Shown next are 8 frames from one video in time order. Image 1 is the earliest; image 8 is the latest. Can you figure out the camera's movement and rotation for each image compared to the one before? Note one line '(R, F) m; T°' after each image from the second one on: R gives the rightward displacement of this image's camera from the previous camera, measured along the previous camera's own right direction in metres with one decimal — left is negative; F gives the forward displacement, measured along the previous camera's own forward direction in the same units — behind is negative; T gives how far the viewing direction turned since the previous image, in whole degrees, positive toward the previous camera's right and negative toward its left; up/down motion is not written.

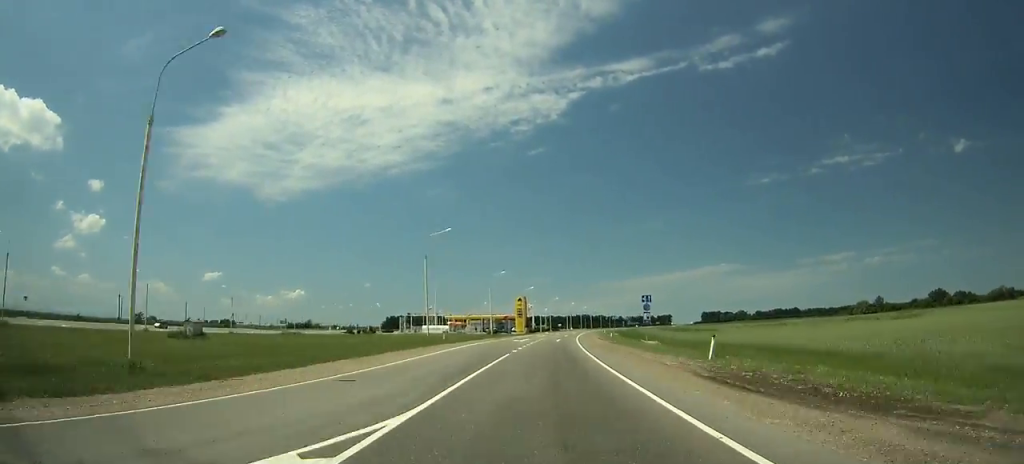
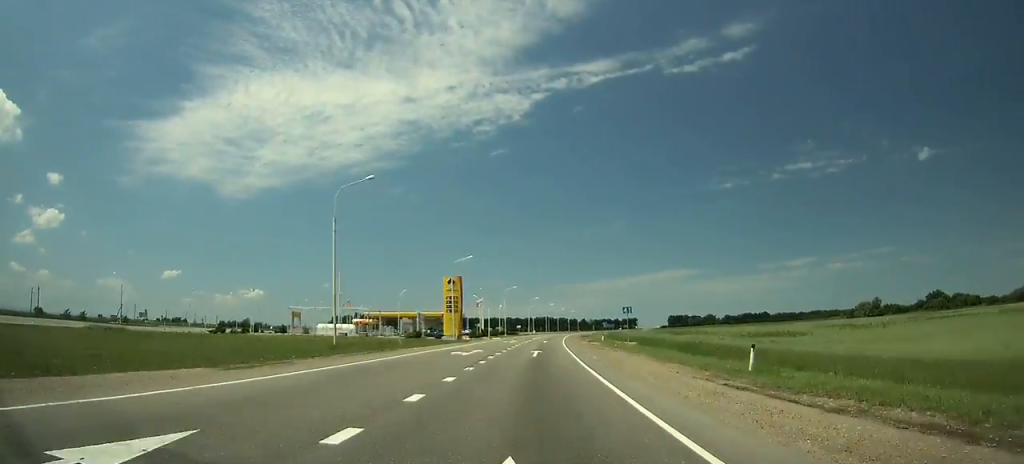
(+1.7, +57.1) m; +4°
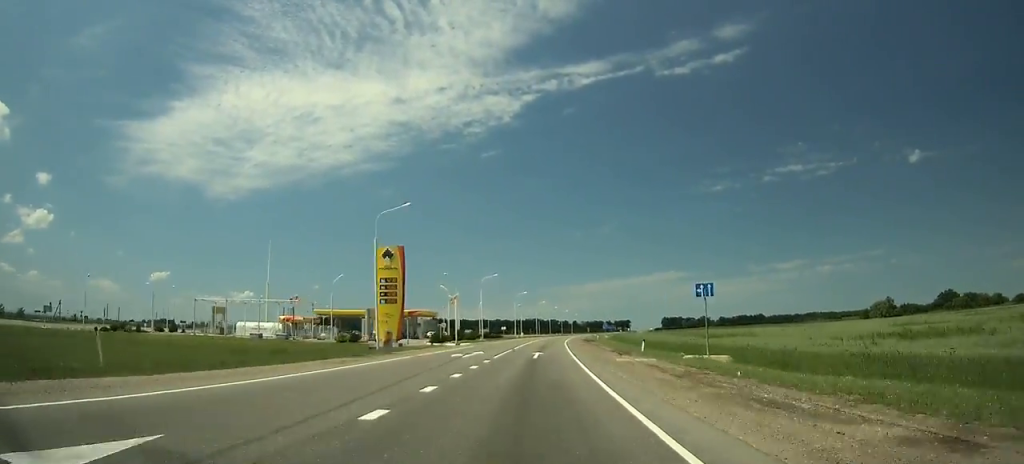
(+0.3, +30.4) m; +2°
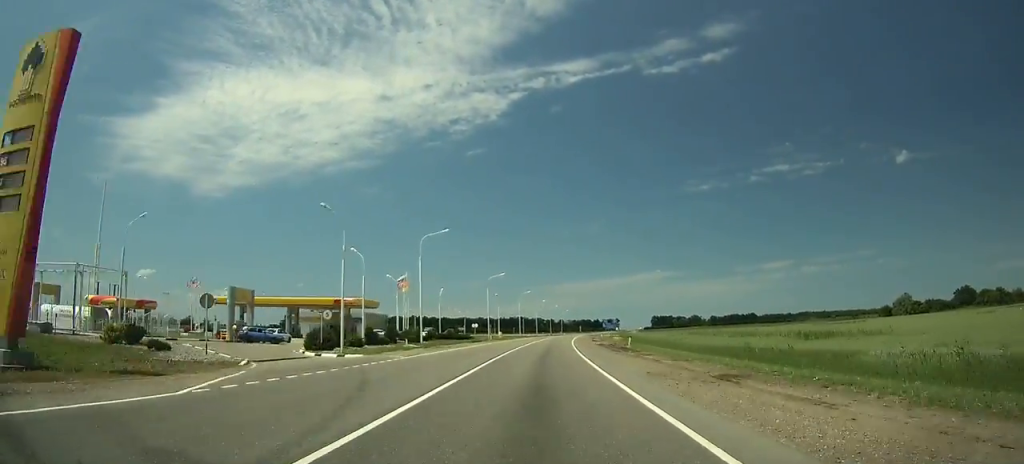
(+0.9, +38.3) m; +2°
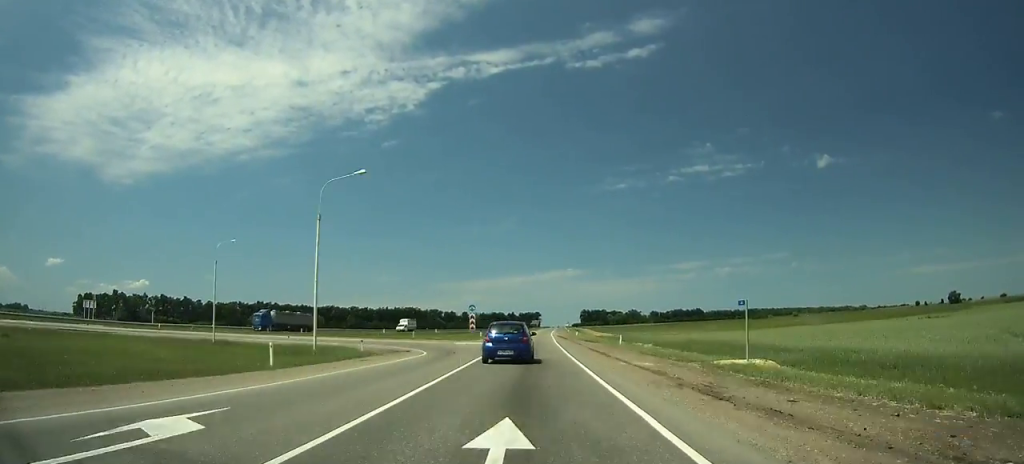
(+14.7, +204.4) m; +7°
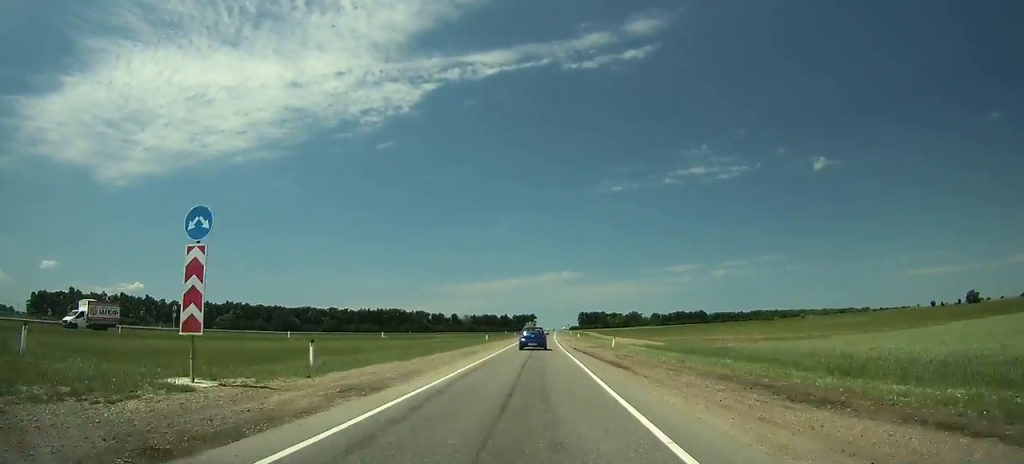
(+0.4, +47.0) m; +1°
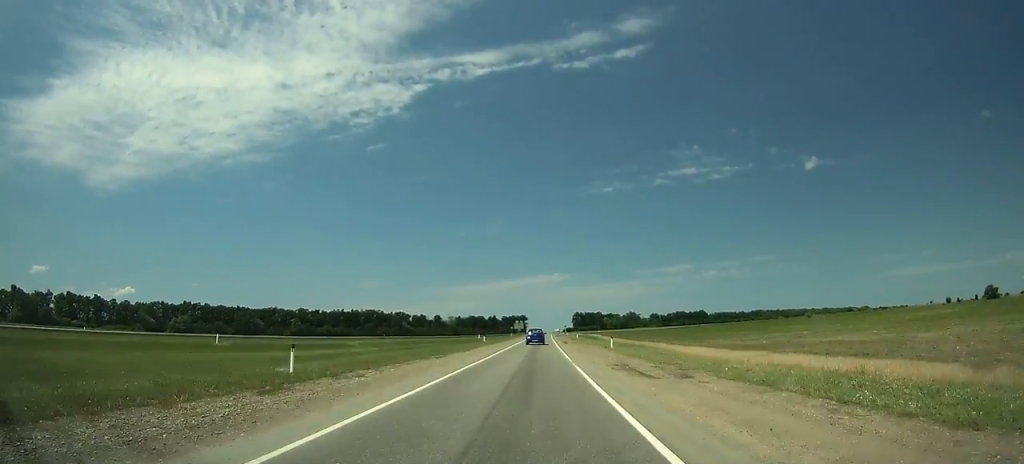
(+0.5, +50.3) m; +1°
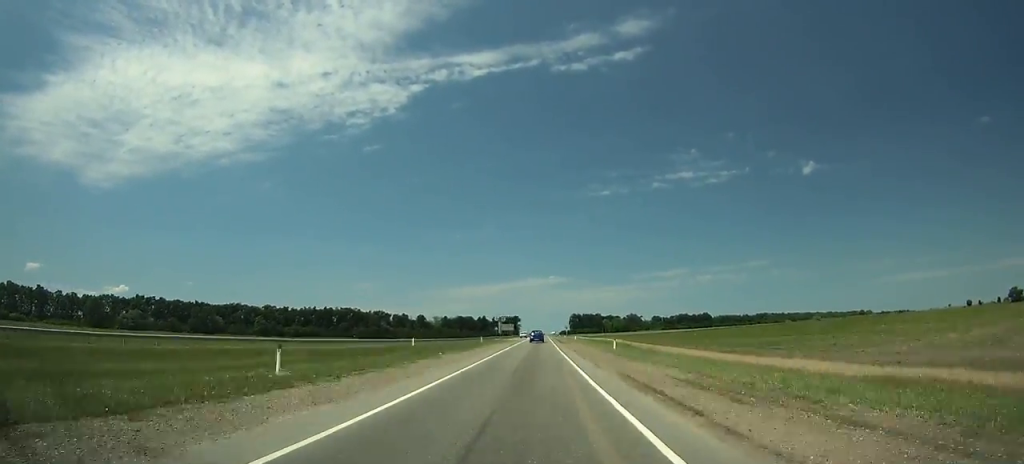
(+0.5, +51.4) m; +1°
